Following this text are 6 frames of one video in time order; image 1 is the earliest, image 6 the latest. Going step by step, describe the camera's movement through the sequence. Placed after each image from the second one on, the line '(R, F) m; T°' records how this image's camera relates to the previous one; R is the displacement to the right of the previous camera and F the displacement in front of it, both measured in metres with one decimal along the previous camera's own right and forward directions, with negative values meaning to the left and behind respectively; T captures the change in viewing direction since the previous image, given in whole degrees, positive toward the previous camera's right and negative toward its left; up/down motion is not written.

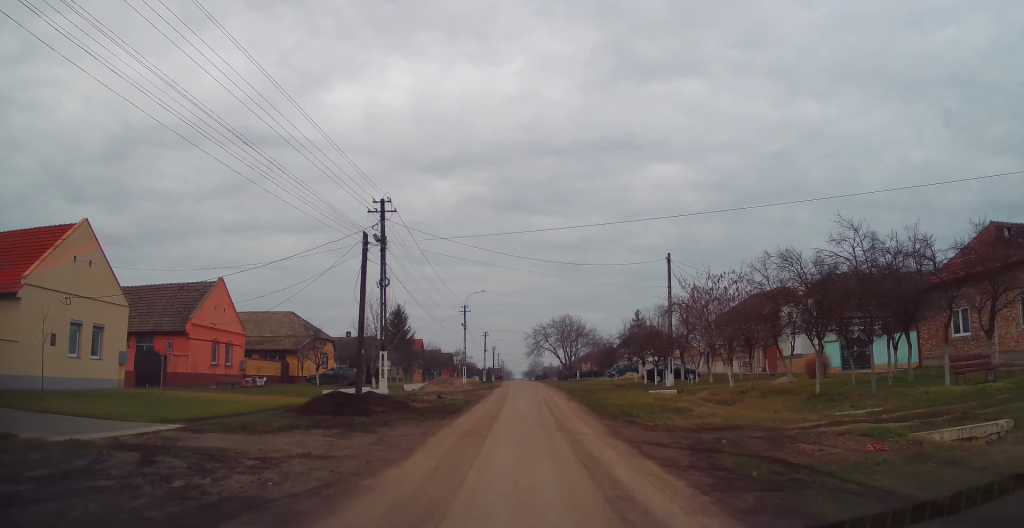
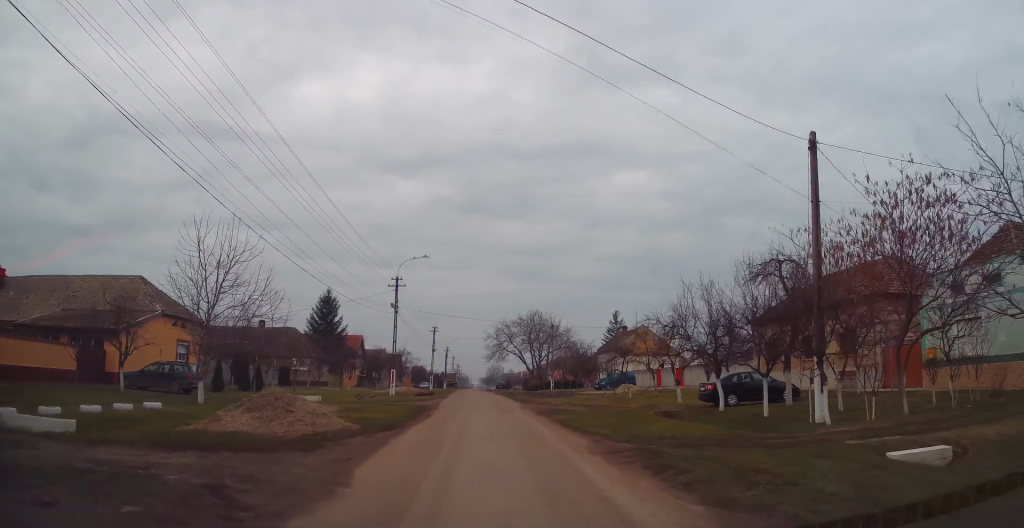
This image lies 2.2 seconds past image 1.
(+0.5, +22.7) m; +5°
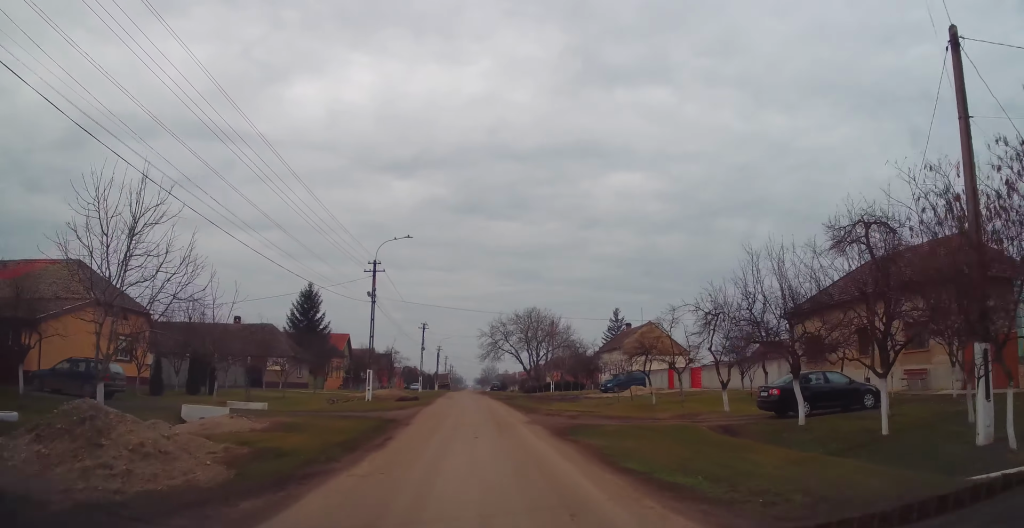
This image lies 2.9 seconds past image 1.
(0.0, +6.9) m; 0°
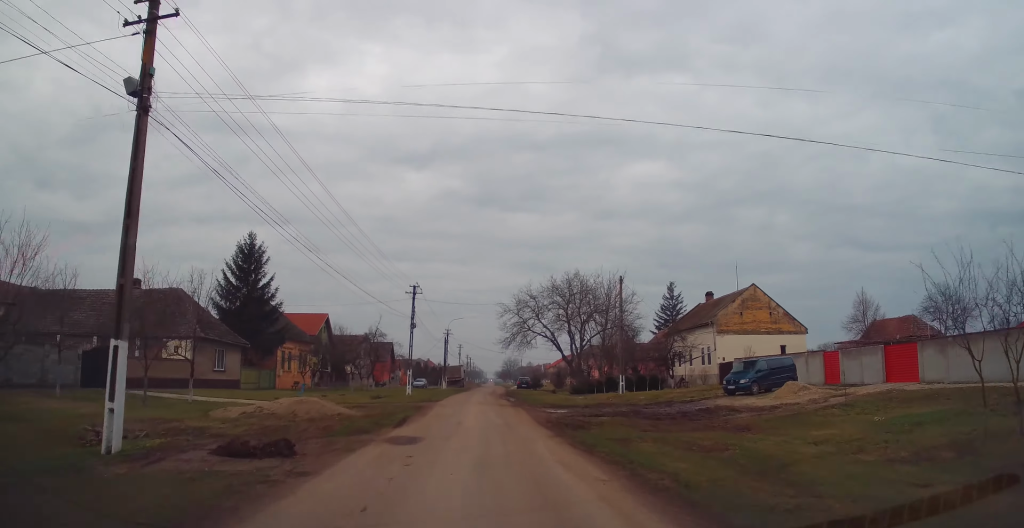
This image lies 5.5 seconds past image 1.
(-0.6, +27.6) m; -5°
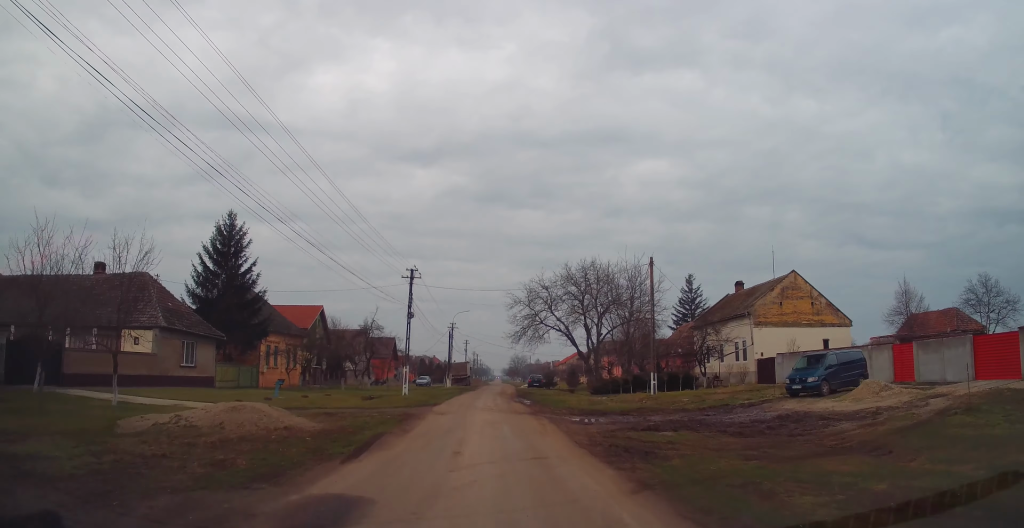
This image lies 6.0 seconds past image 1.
(-0.3, +6.2) m; 0°
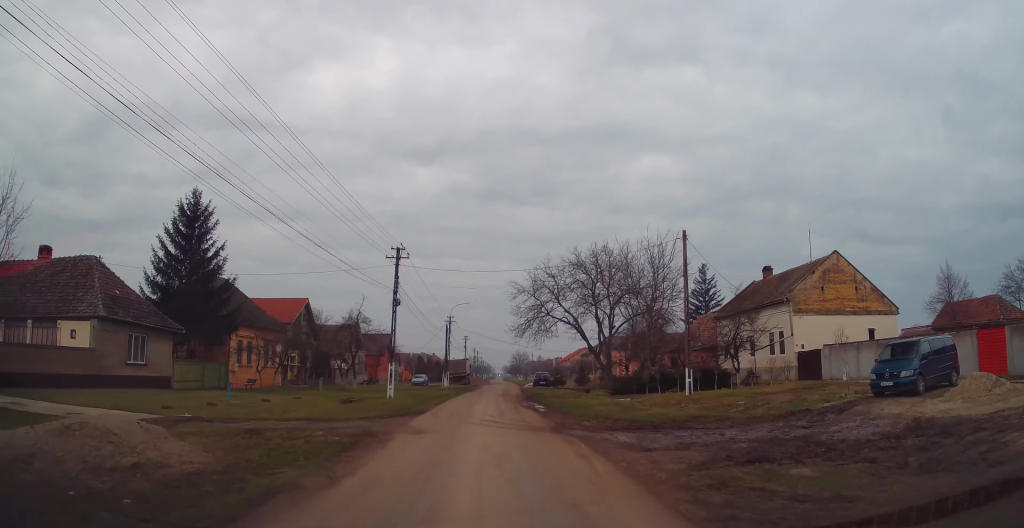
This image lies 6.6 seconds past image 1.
(0.0, +6.4) m; 0°
